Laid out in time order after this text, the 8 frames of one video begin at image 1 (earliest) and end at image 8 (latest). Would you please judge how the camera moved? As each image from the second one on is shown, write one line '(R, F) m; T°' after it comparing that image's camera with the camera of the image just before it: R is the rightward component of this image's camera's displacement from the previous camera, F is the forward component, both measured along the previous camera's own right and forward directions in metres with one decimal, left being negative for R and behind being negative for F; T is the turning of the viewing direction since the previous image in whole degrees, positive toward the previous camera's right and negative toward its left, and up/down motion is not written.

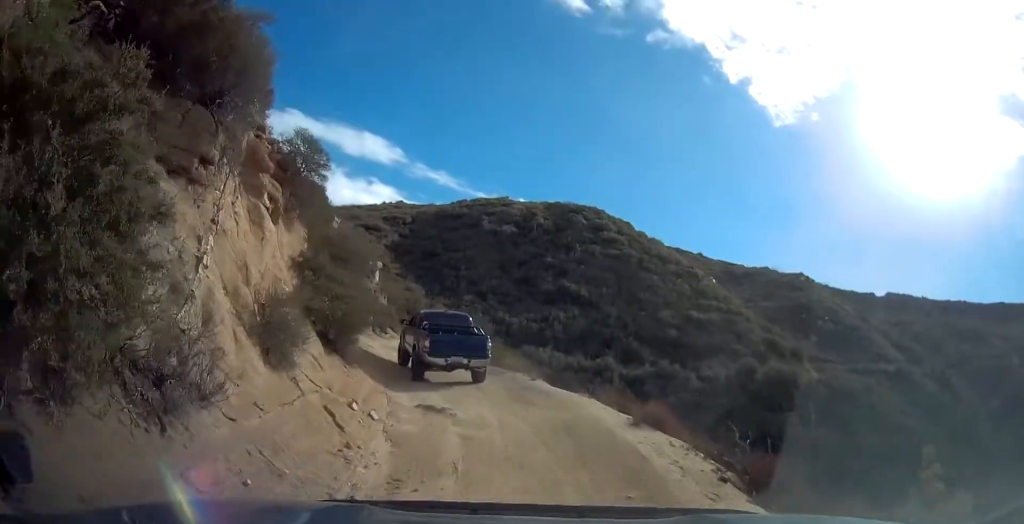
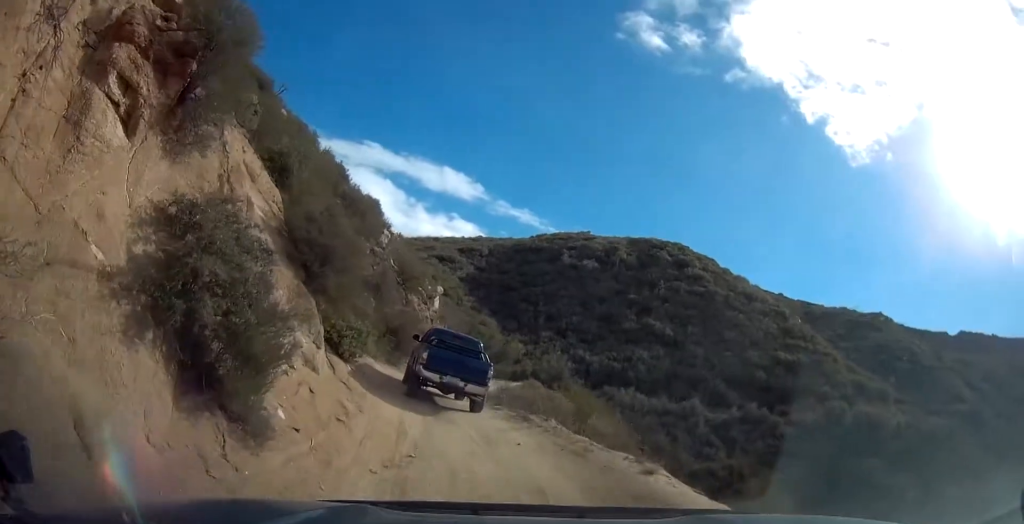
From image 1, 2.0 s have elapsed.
(+0.1, +8.3) m; -8°
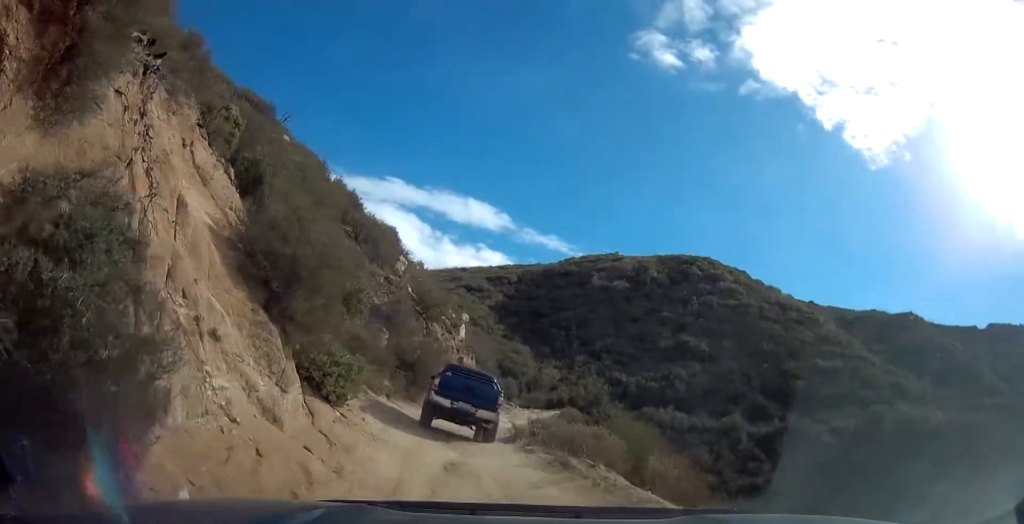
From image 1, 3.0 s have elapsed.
(-0.4, +3.2) m; -2°
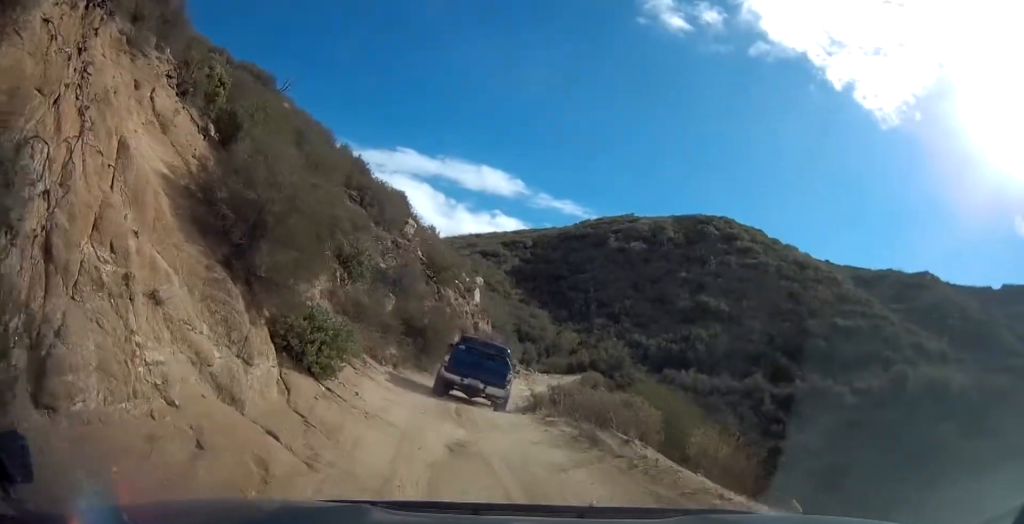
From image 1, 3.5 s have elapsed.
(0.0, +1.7) m; -1°
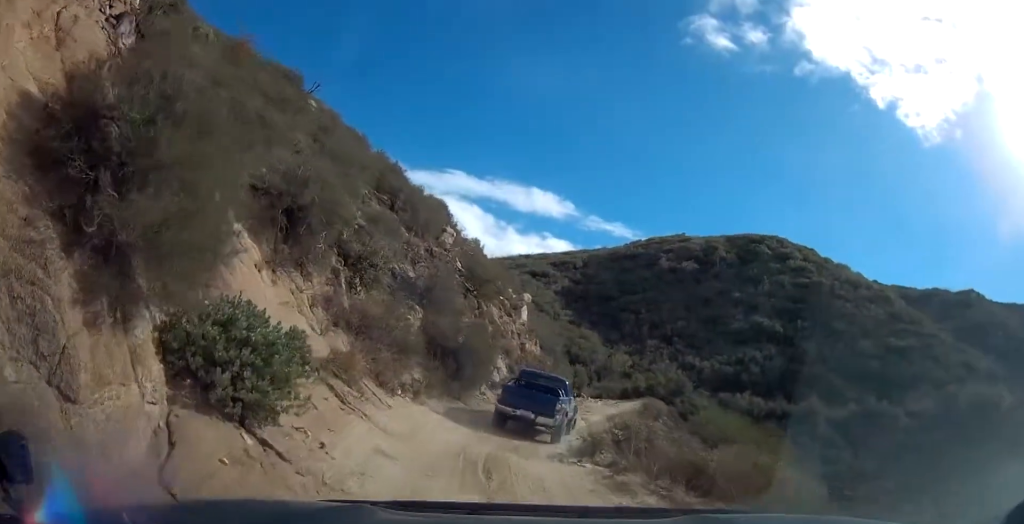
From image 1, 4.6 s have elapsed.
(+0.1, +3.6) m; -2°
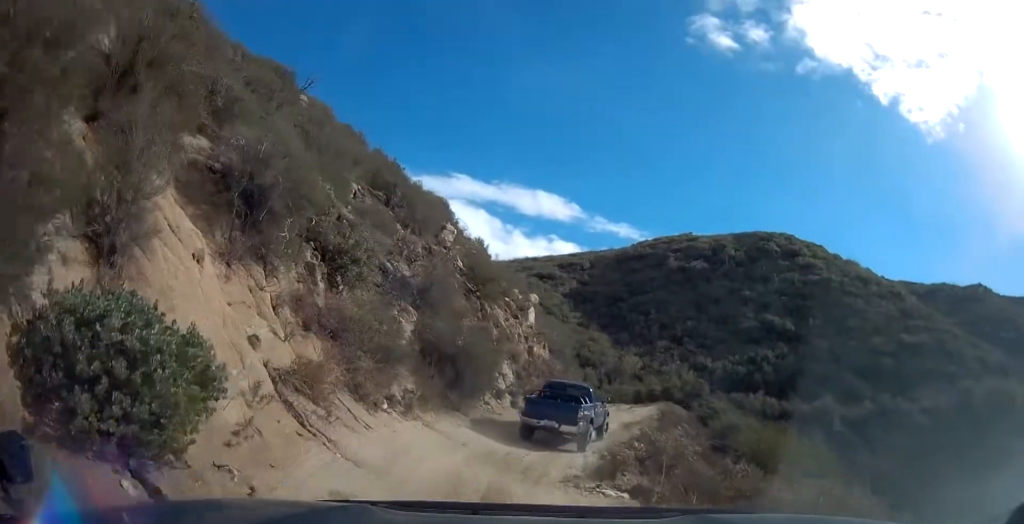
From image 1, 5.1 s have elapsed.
(-0.3, +1.8) m; 0°
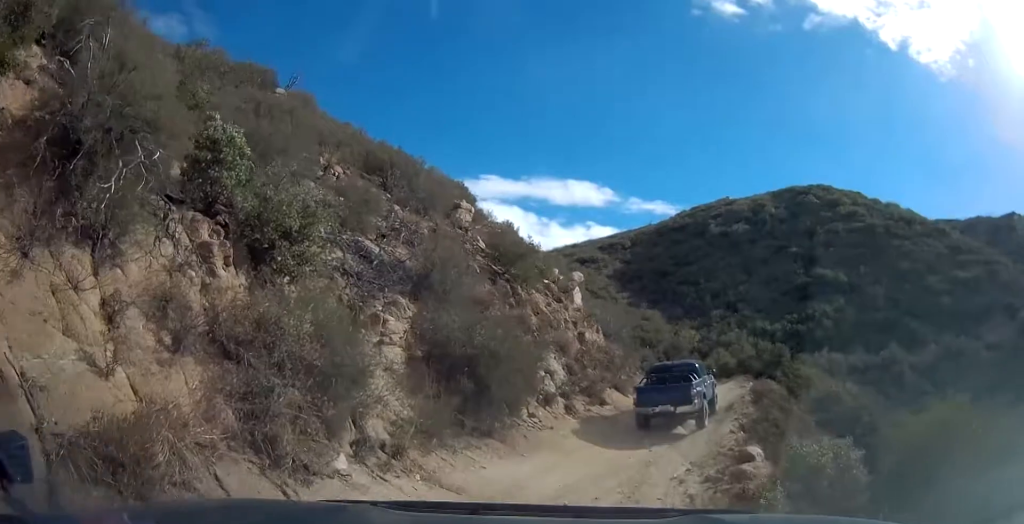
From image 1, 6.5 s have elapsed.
(+0.4, +4.9) m; -1°
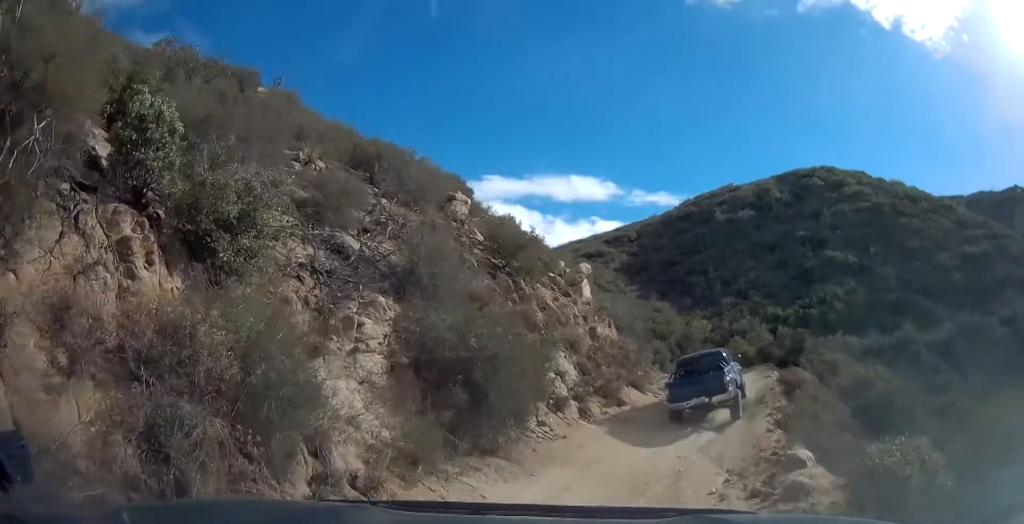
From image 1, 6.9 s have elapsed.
(-0.2, +1.7) m; -4°
